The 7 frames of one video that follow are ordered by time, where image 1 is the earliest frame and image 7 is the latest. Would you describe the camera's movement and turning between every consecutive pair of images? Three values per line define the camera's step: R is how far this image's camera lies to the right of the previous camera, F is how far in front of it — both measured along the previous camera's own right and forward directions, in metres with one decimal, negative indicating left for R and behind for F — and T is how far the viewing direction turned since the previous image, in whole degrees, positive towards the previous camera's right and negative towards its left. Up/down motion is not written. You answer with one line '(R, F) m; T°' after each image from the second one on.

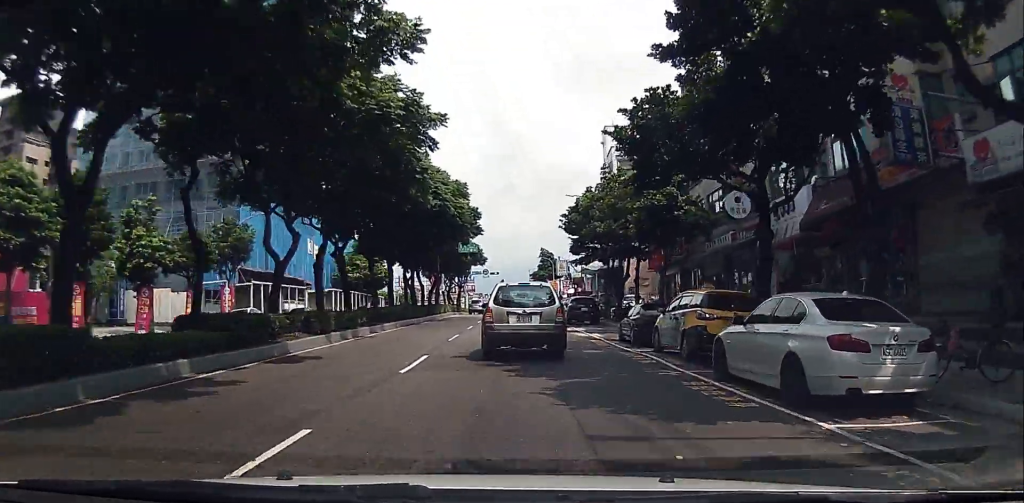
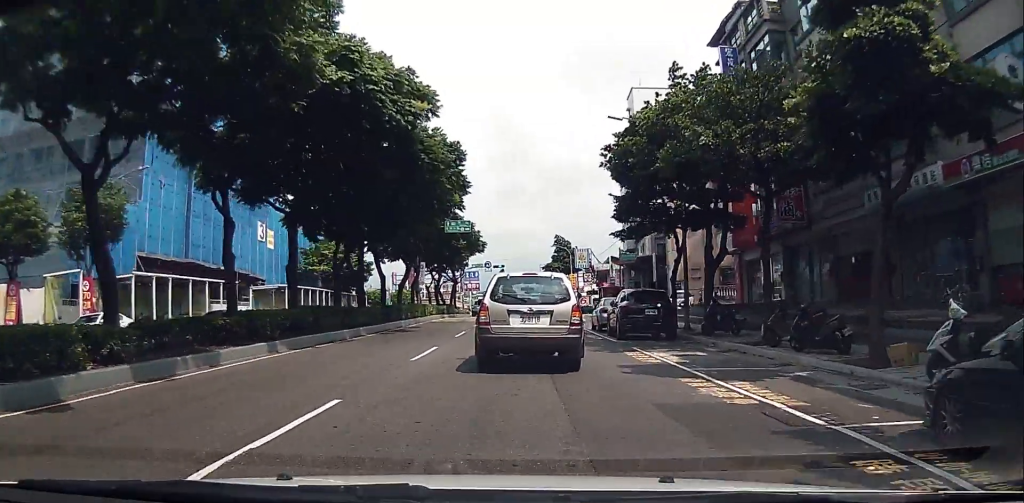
(+1.3, +19.3) m; +6°
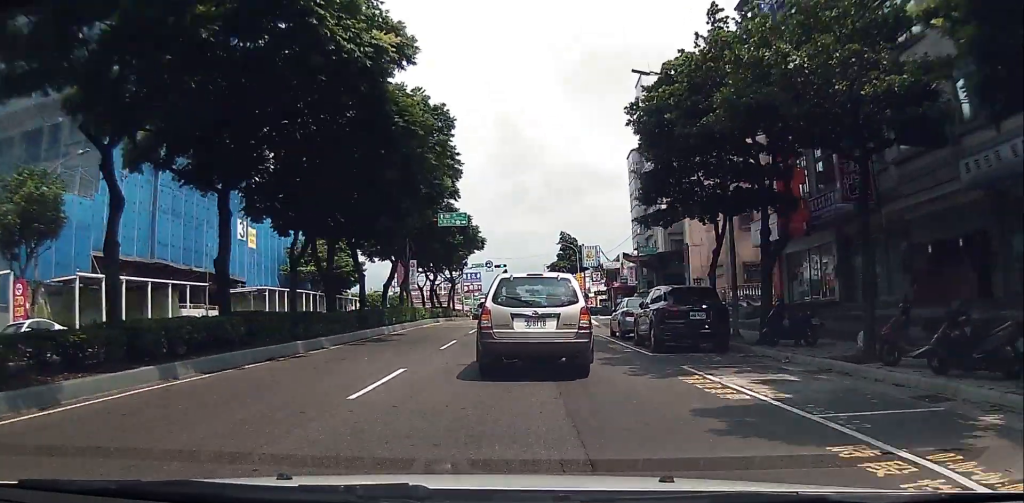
(0.0, +5.9) m; +2°
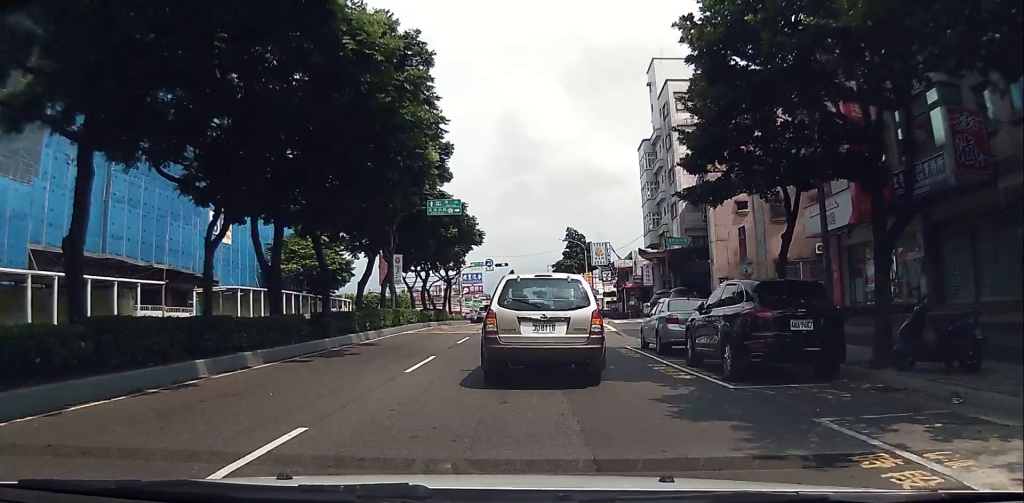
(+0.1, +6.7) m; +2°
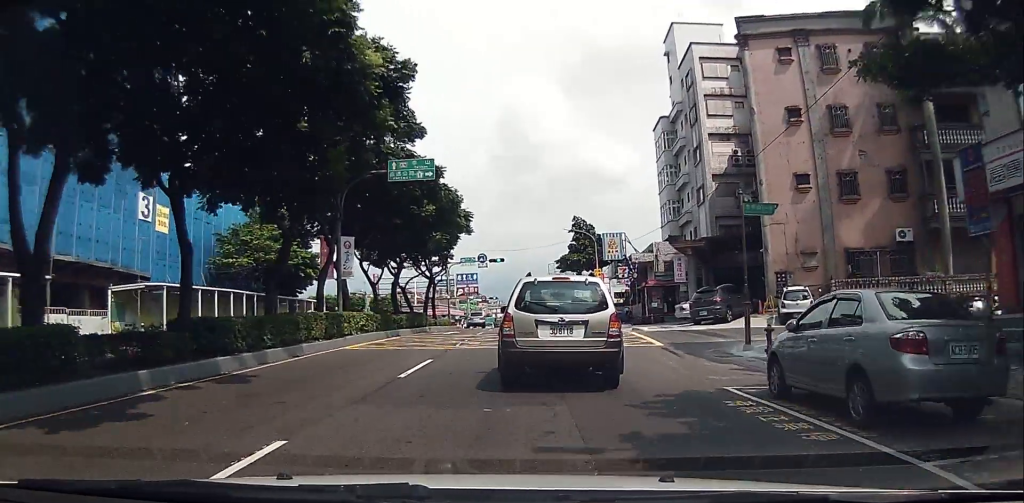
(+0.3, +11.7) m; +1°
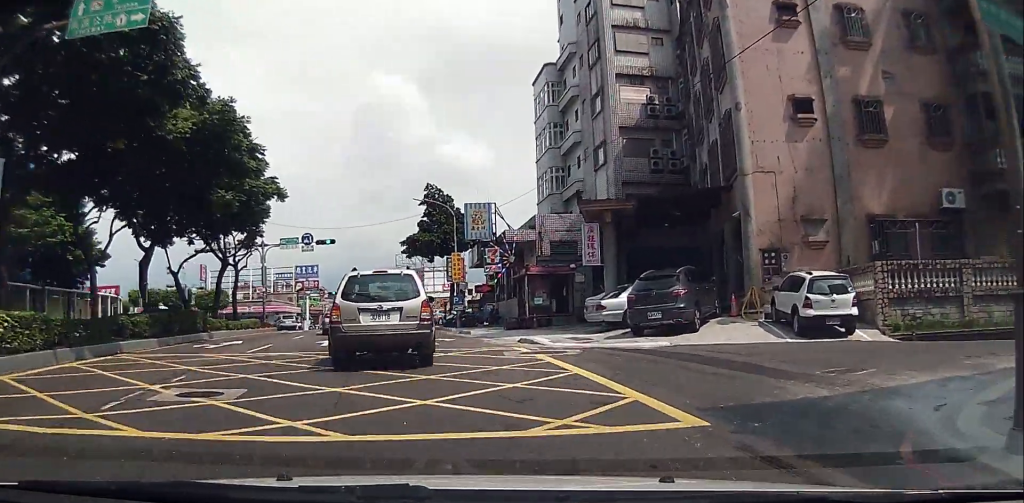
(+1.0, +15.0) m; +6°
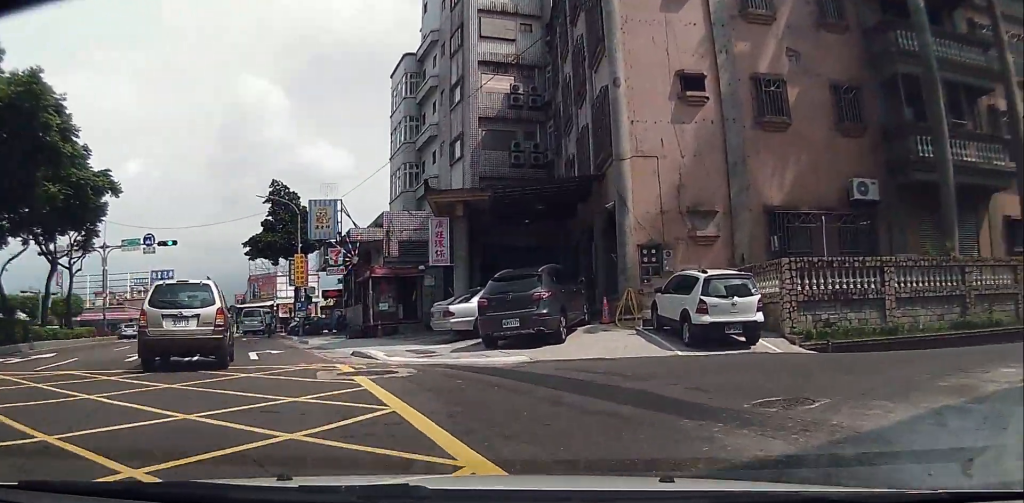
(-0.1, +3.2) m; +4°
